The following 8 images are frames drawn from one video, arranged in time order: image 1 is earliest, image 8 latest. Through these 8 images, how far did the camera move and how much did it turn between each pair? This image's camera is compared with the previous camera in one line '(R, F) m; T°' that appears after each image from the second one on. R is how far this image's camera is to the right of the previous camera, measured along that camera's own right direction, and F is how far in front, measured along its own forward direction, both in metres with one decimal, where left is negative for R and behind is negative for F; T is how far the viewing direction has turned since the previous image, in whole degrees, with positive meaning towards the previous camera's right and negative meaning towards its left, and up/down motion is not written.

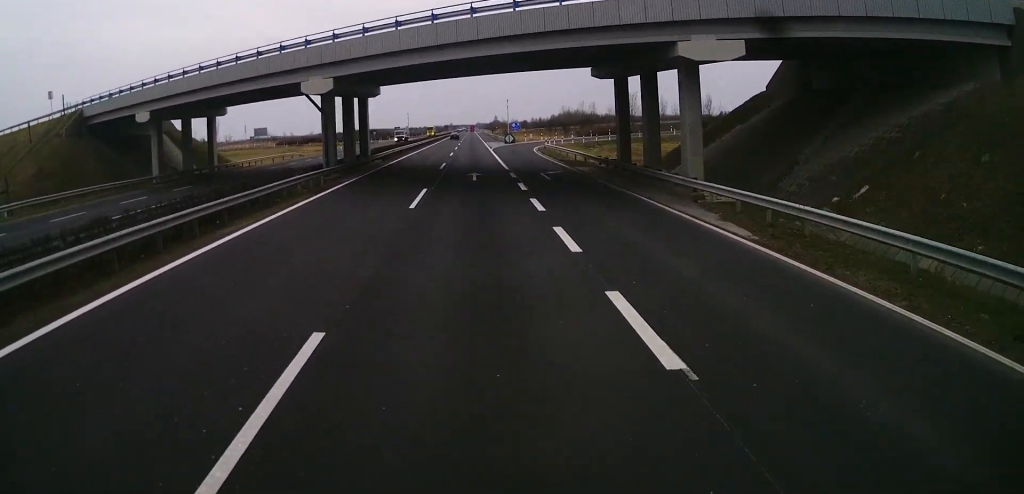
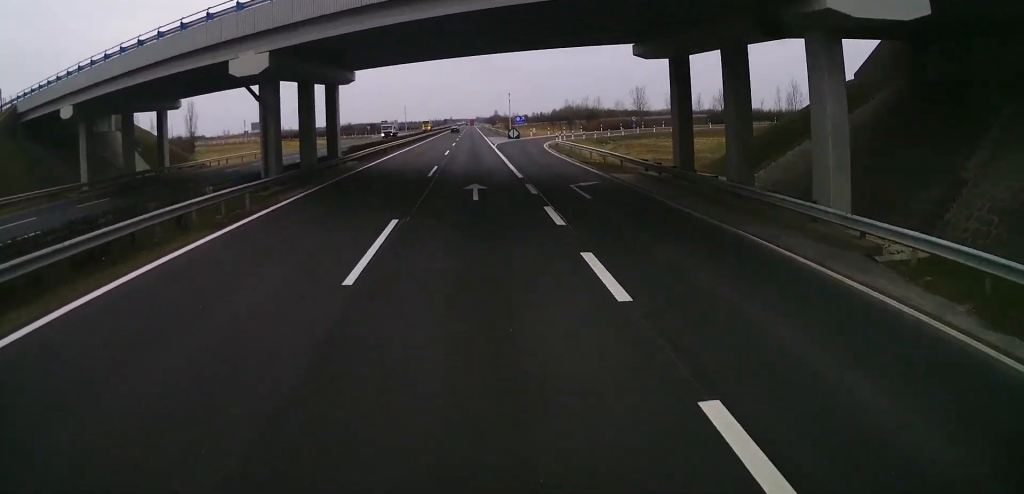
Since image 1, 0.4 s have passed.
(+0.1, +10.0) m; 0°
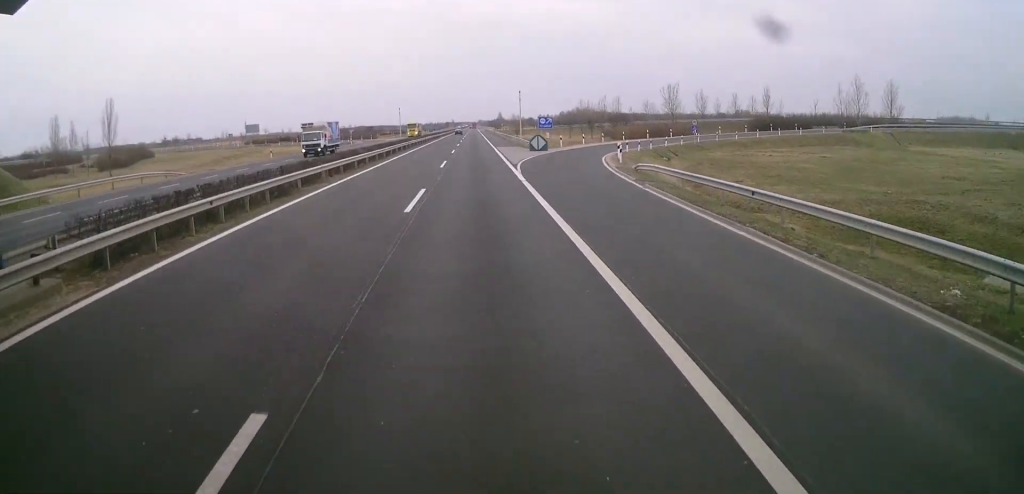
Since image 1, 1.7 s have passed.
(0.0, +28.6) m; -1°
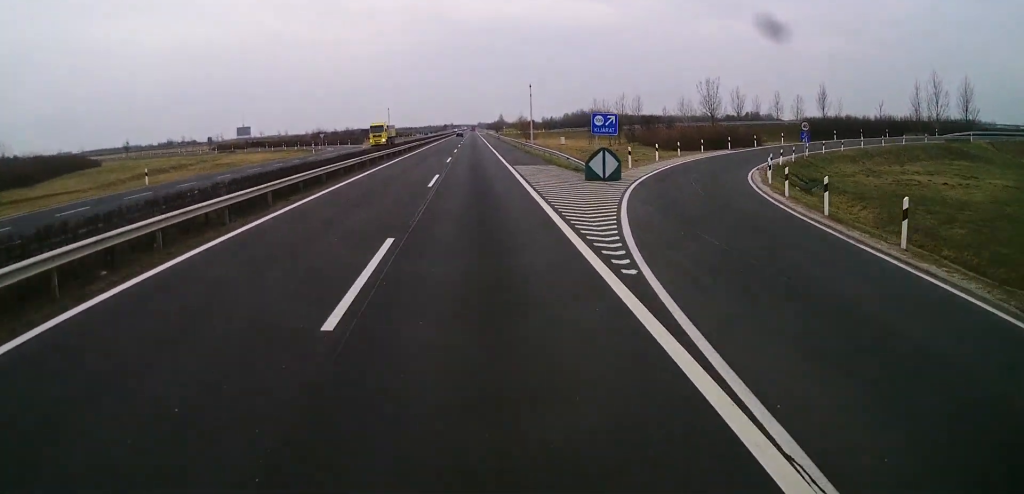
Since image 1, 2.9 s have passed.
(-0.3, +27.7) m; 0°
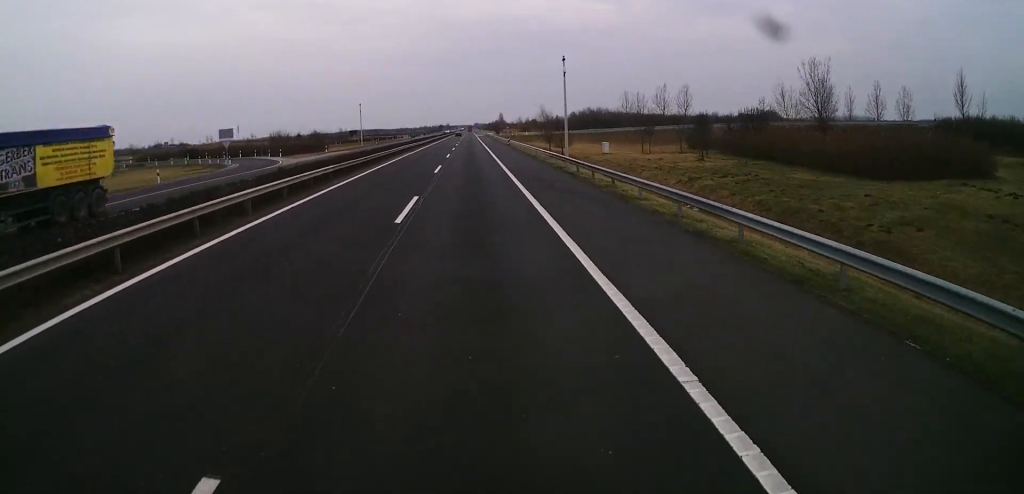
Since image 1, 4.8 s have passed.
(+0.4, +45.6) m; 0°
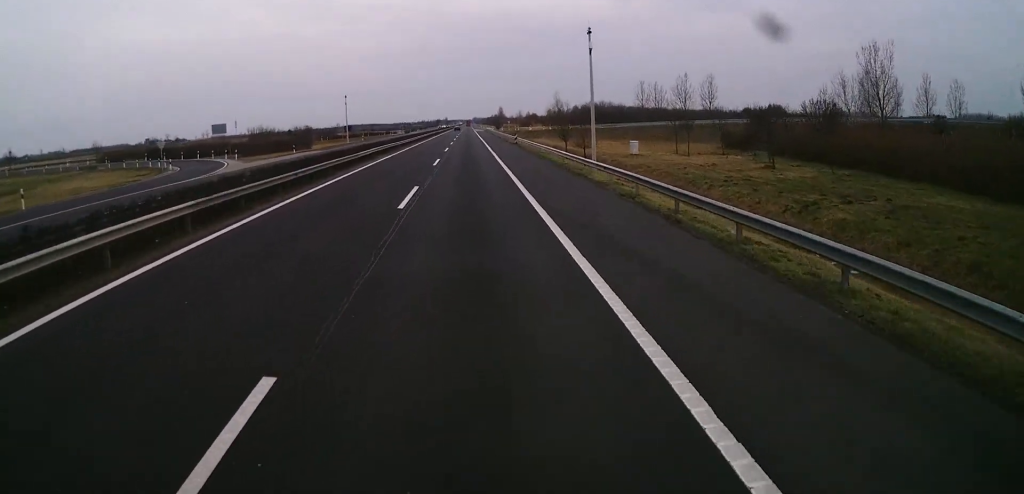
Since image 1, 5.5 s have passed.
(0.0, +16.3) m; 0°
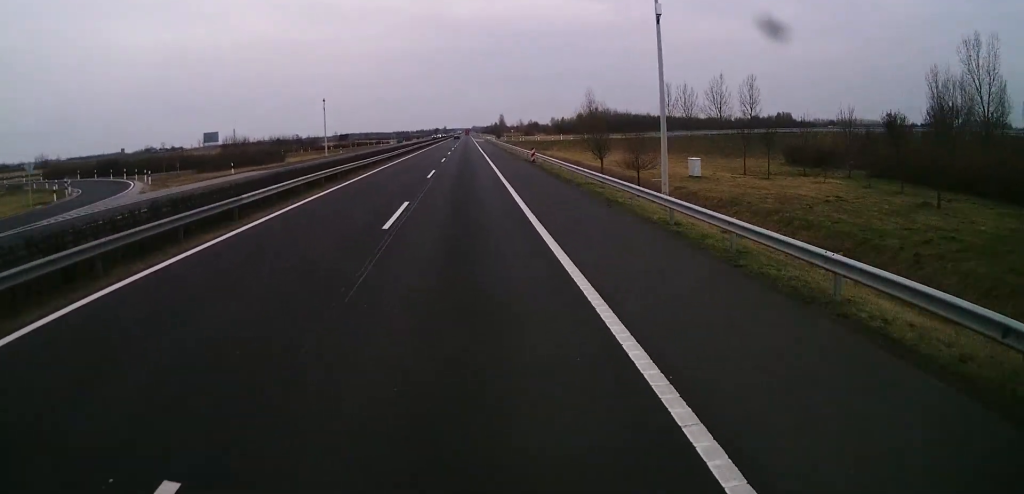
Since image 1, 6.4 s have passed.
(+0.1, +20.1) m; +1°
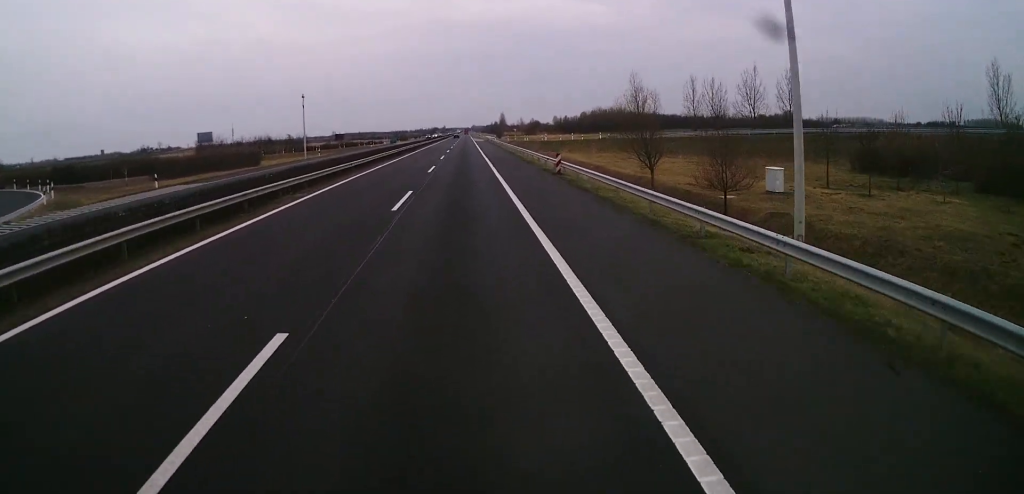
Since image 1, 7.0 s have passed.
(+0.2, +14.7) m; 0°
